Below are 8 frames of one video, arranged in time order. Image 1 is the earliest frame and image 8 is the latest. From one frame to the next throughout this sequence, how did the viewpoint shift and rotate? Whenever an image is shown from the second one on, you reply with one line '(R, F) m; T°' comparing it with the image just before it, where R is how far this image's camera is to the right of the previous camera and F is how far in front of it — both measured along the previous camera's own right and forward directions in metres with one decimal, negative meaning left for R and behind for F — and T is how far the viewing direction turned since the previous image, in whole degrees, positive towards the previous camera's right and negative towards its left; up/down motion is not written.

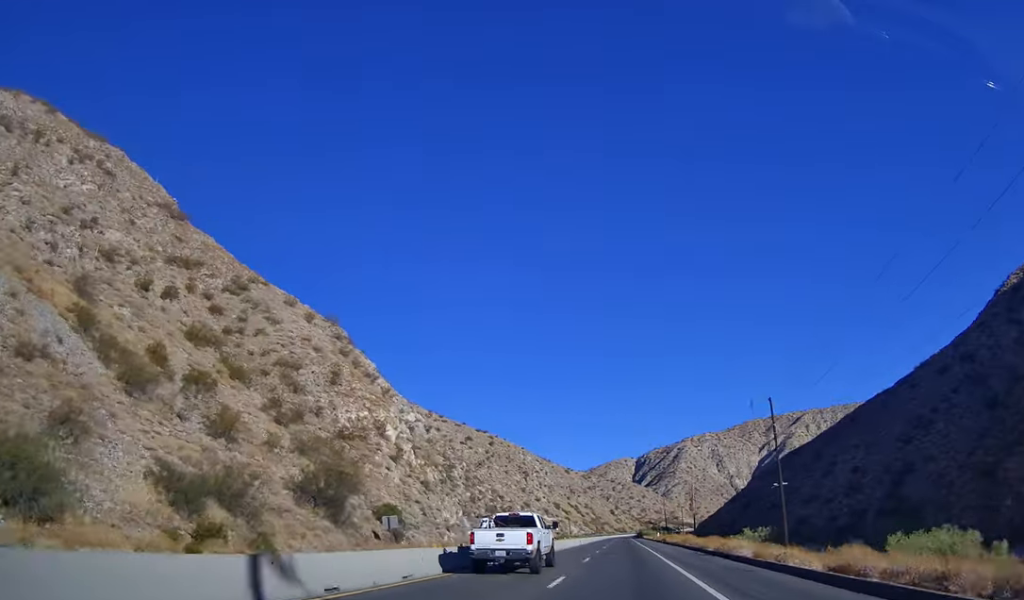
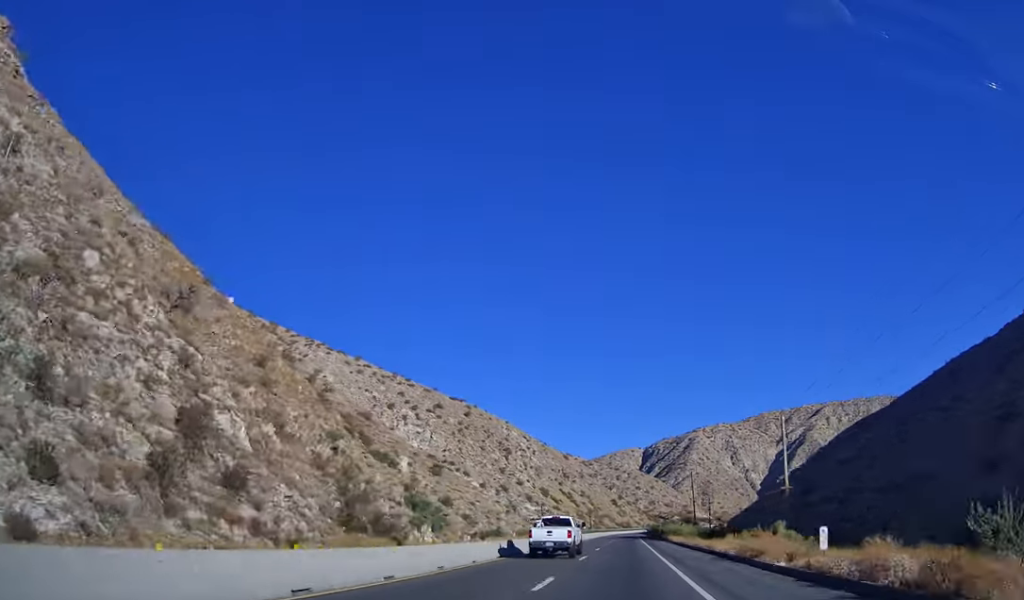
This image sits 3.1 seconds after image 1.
(+4.8, +89.3) m; +3°
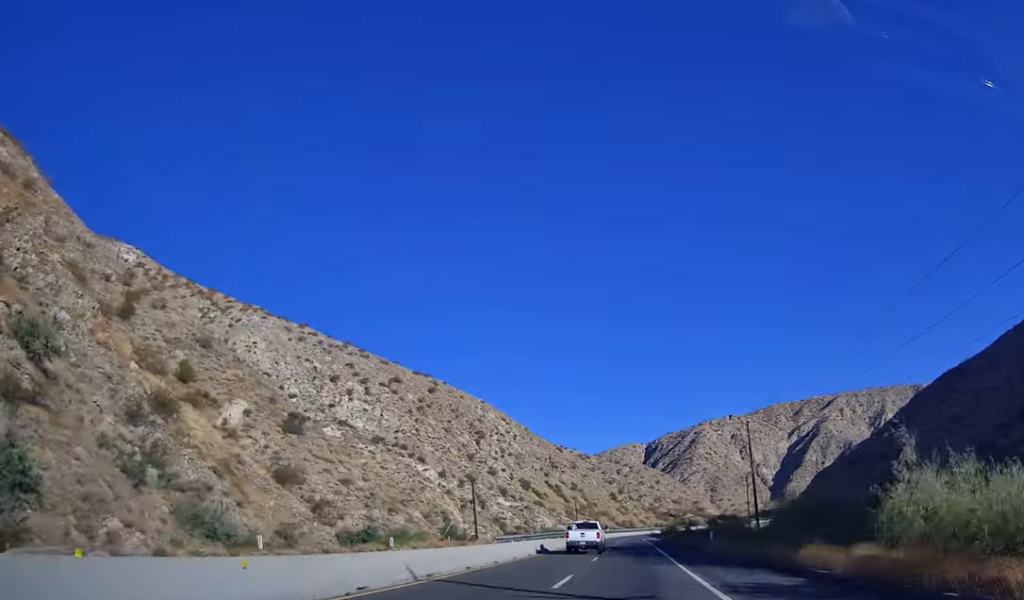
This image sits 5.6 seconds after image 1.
(-0.3, +71.3) m; 0°
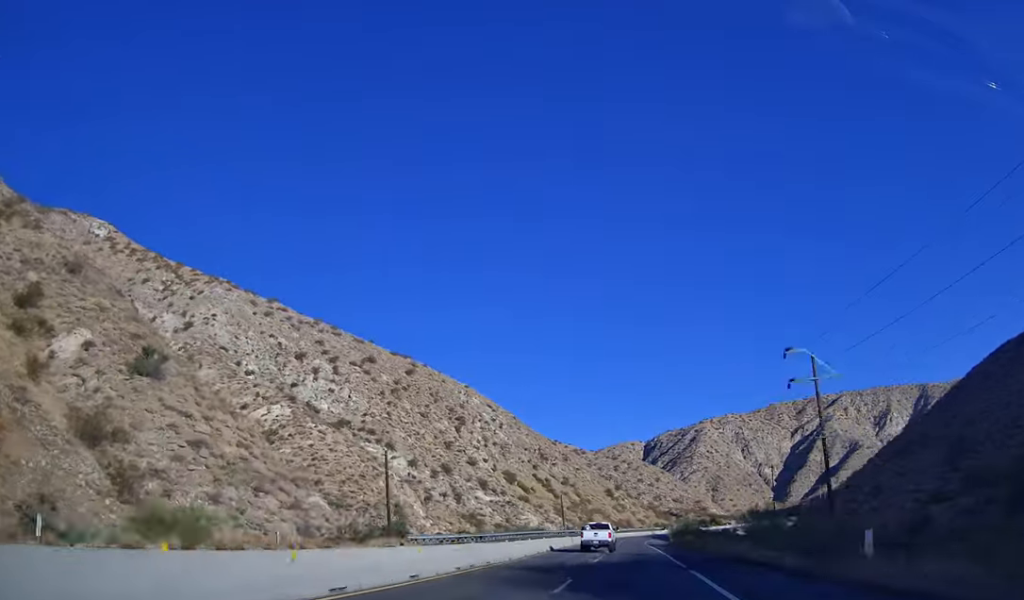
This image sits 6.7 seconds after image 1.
(+0.2, +30.9) m; 0°
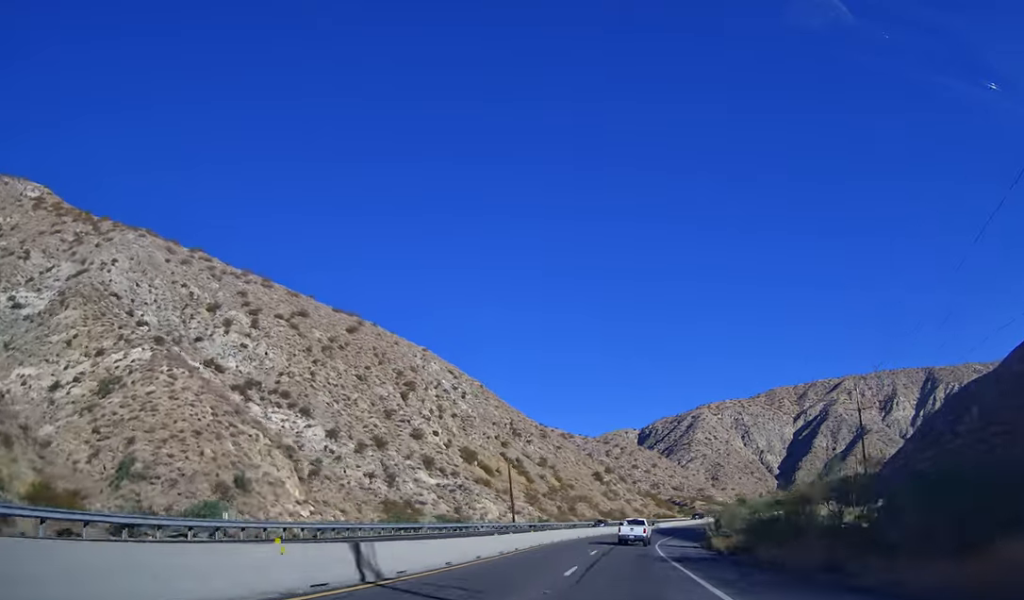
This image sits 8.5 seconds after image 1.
(-0.4, +54.3) m; 0°
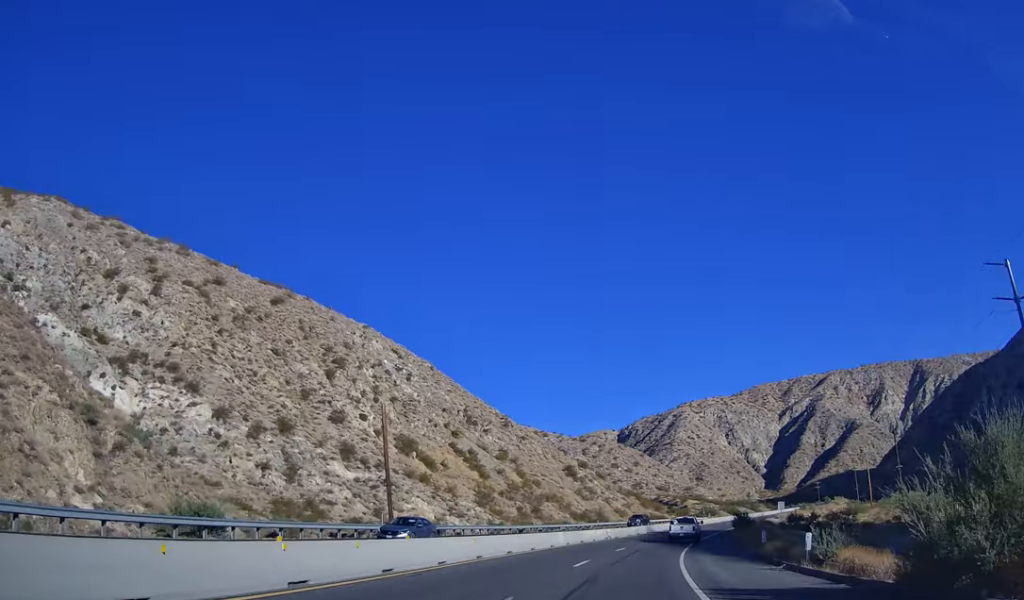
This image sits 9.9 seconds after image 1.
(+0.5, +38.8) m; +1°
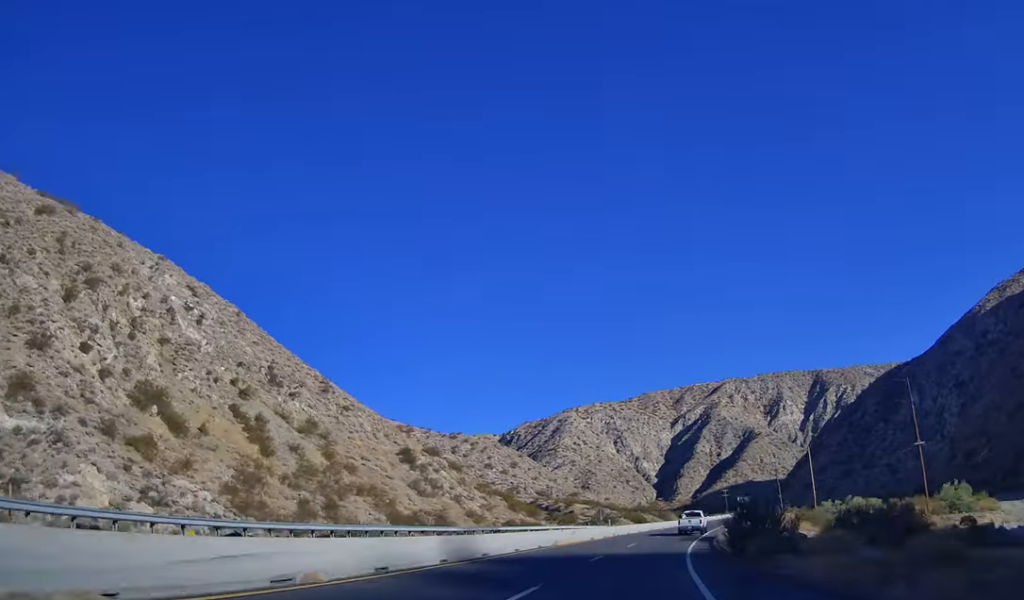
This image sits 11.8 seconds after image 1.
(+0.8, +56.2) m; +5°
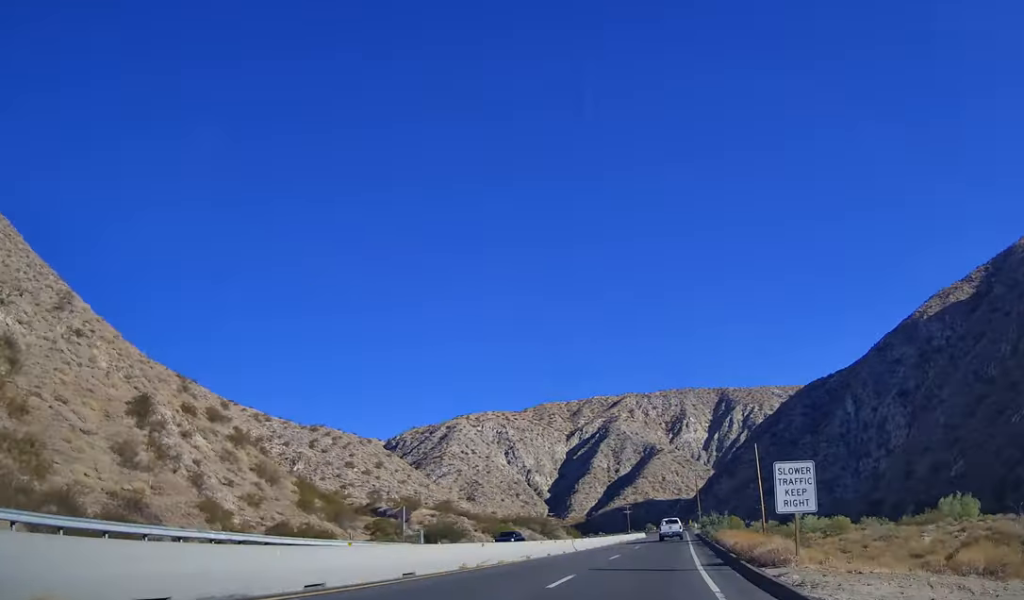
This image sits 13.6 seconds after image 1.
(+3.1, +52.0) m; +8°
